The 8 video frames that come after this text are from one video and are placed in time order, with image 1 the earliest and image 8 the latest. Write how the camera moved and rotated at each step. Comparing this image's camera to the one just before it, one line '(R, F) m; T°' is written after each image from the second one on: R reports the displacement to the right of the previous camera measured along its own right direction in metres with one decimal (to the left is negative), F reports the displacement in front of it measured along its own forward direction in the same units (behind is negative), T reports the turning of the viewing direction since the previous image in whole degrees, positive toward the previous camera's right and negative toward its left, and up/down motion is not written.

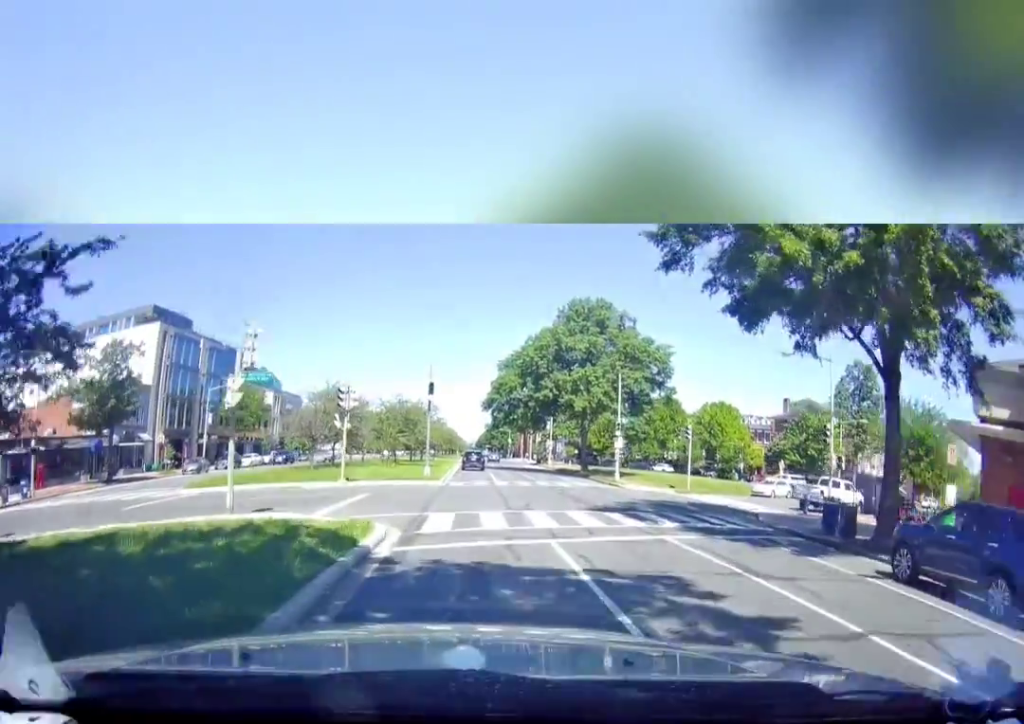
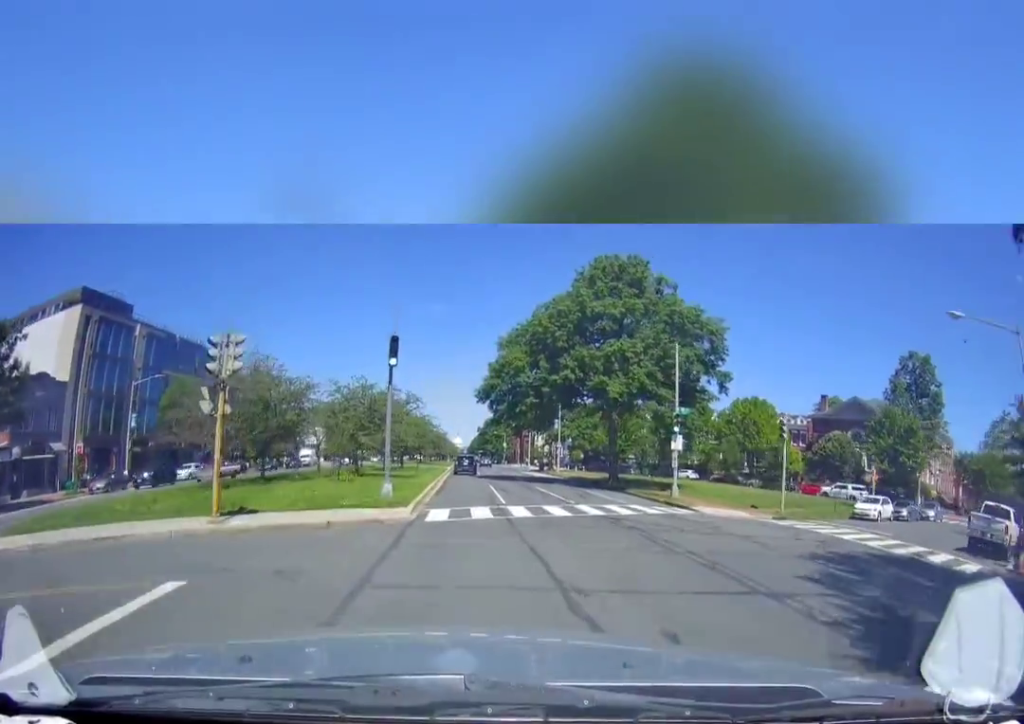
(+0.2, +14.4) m; 0°
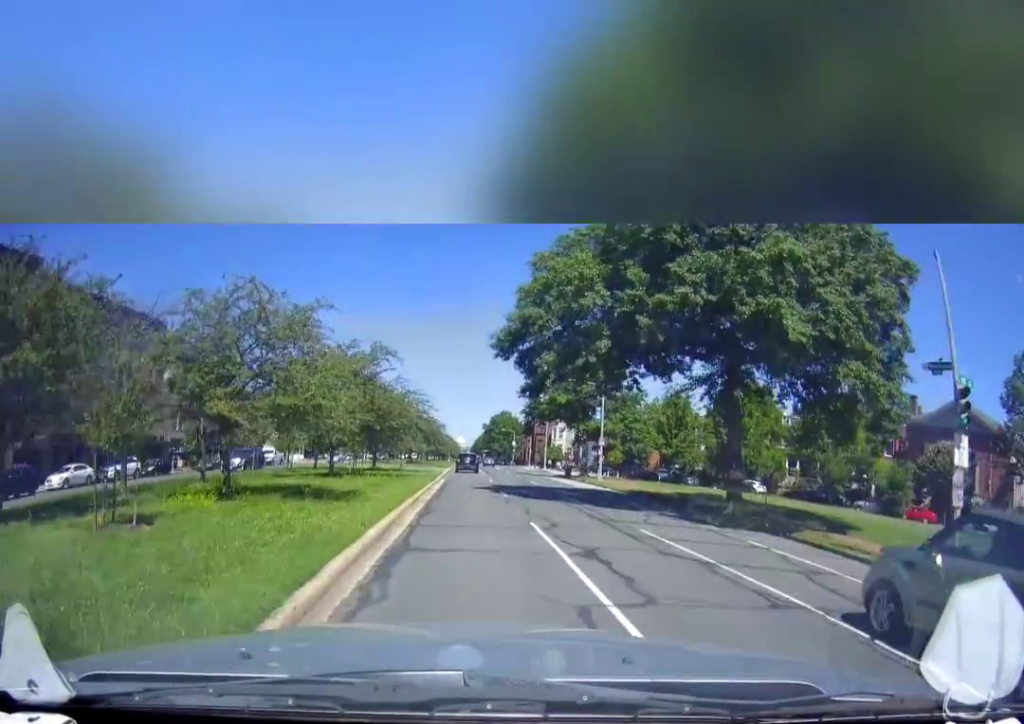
(0.0, +20.0) m; -1°
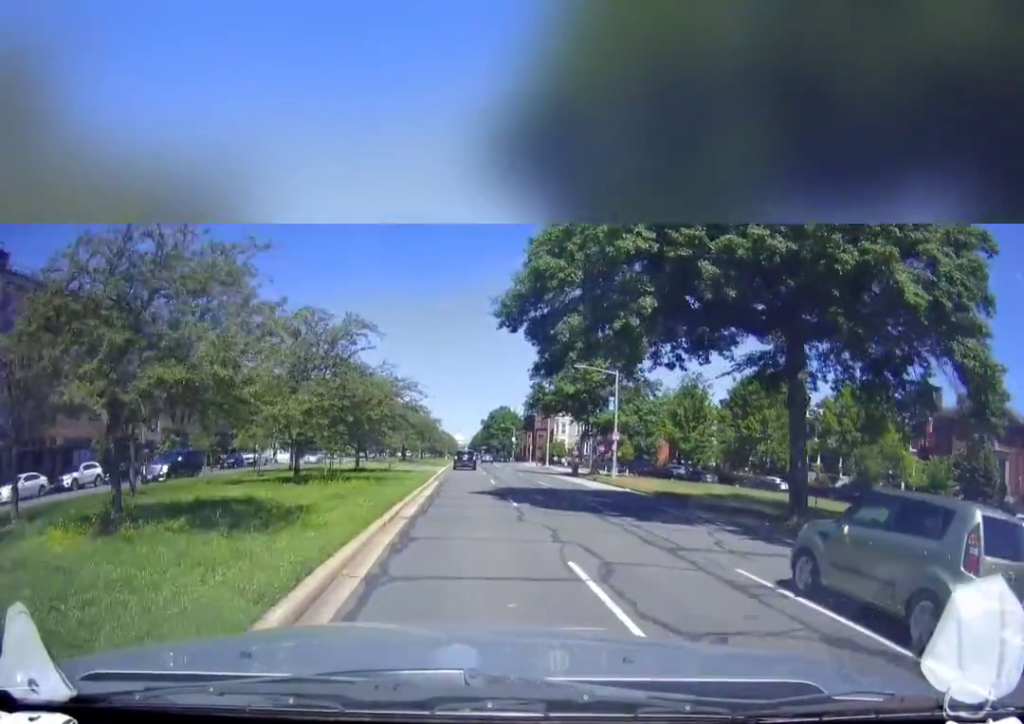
(-0.1, +5.2) m; 0°
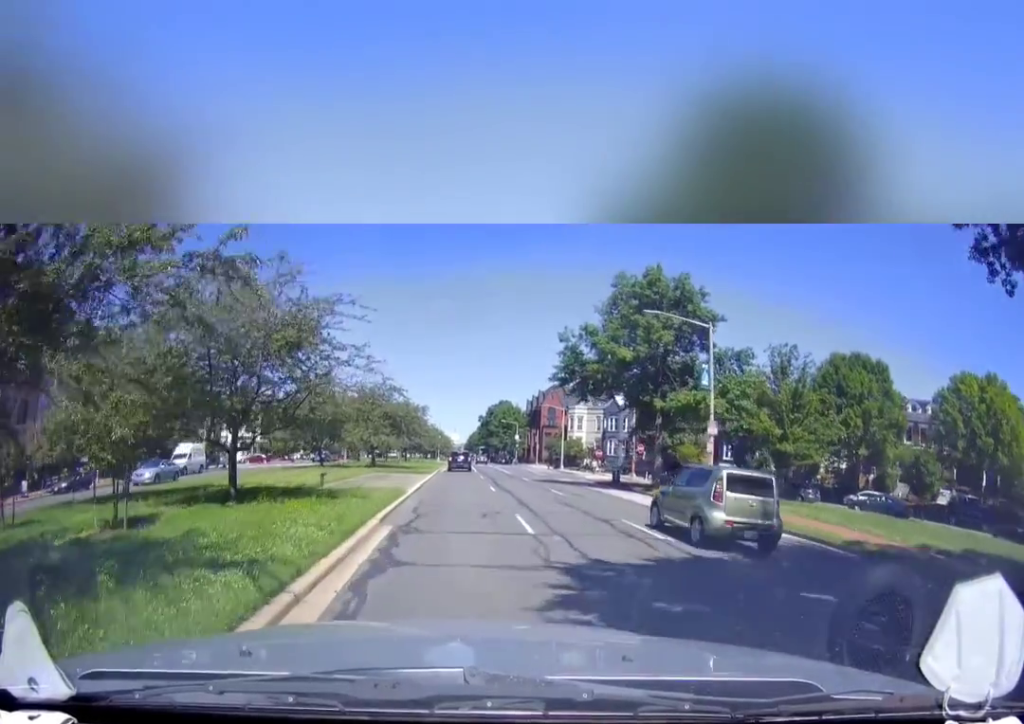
(+0.4, +18.7) m; +1°
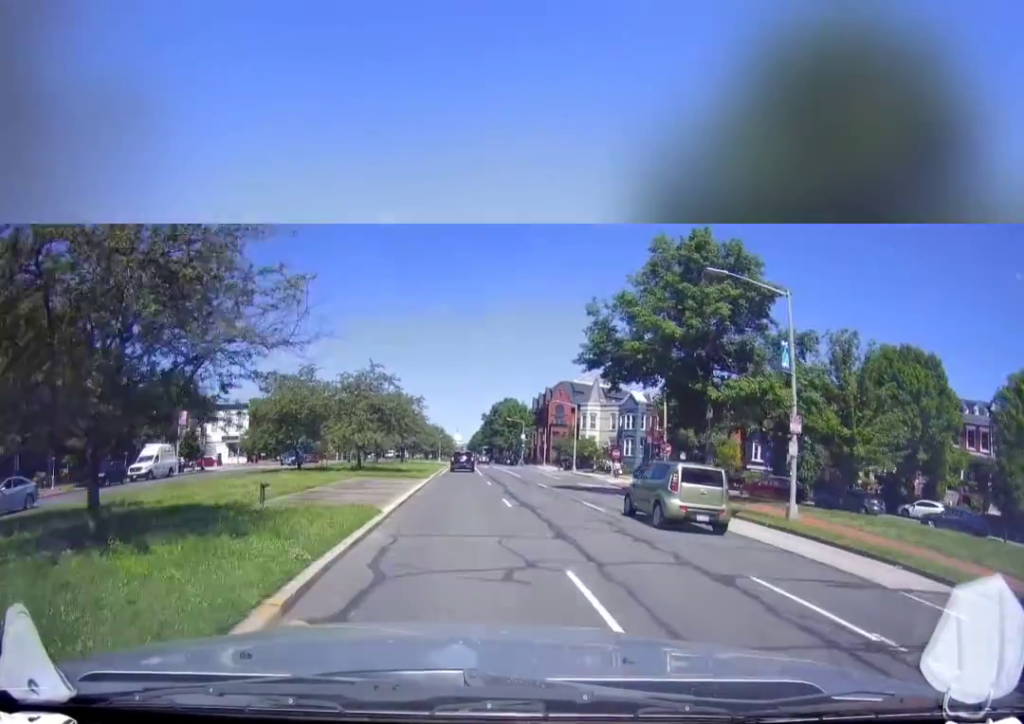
(-0.2, +7.2) m; -1°
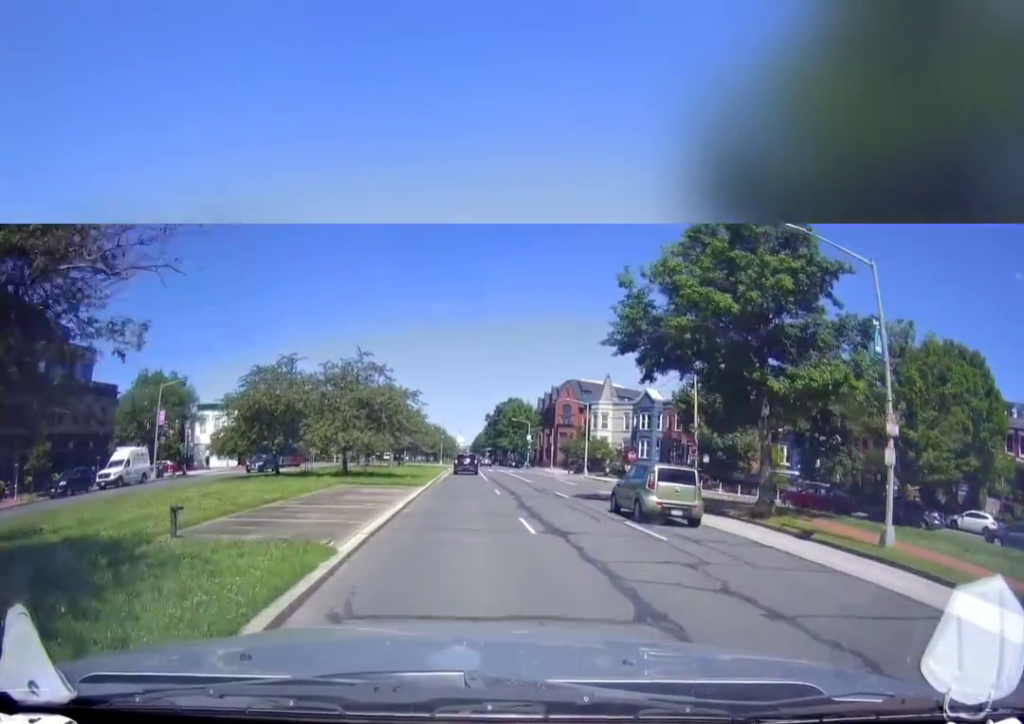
(-0.3, +5.2) m; -1°
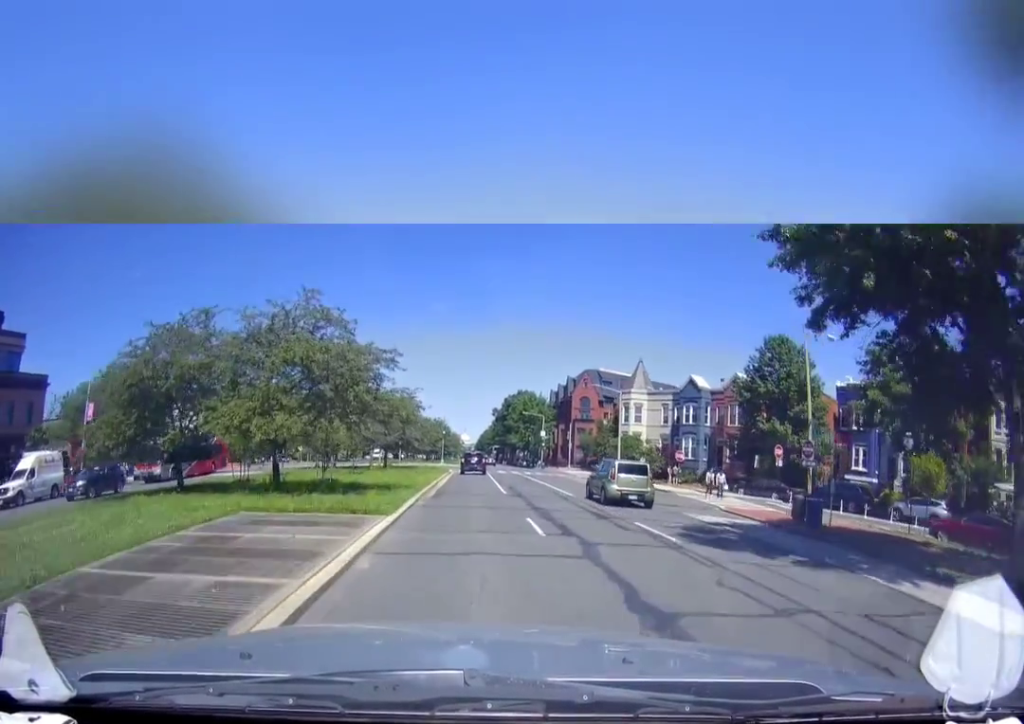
(+0.4, +12.9) m; +2°
